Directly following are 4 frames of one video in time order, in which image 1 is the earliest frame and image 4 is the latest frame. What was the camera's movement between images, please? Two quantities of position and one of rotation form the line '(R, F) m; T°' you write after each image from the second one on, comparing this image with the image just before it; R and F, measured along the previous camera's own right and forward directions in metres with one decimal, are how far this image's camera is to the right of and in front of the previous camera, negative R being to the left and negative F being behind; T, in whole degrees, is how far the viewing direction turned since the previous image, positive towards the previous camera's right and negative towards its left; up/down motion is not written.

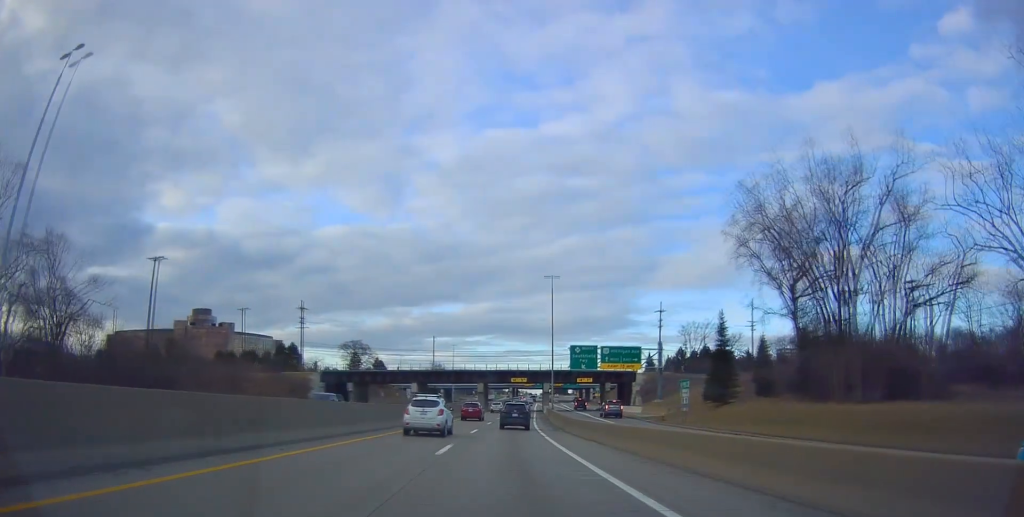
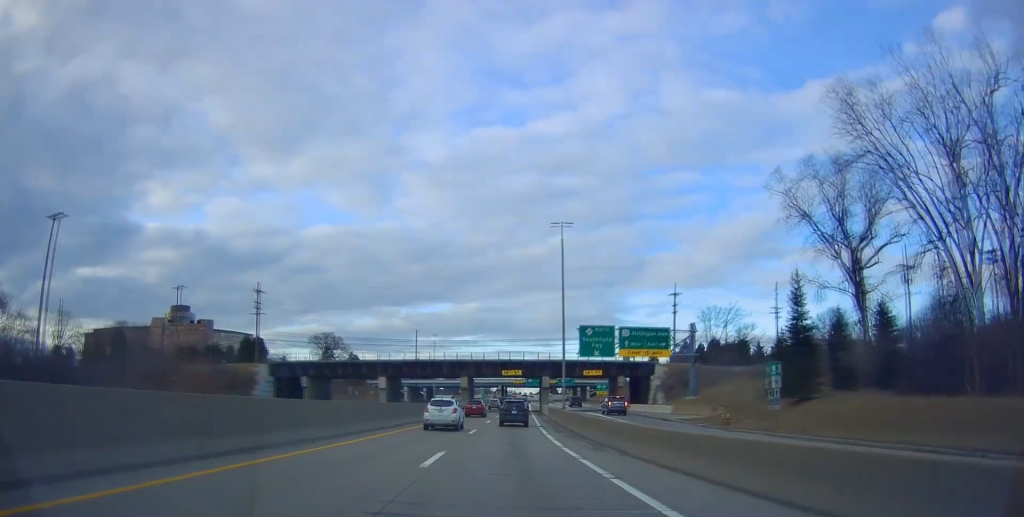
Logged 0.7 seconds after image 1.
(-0.1, +18.2) m; +2°
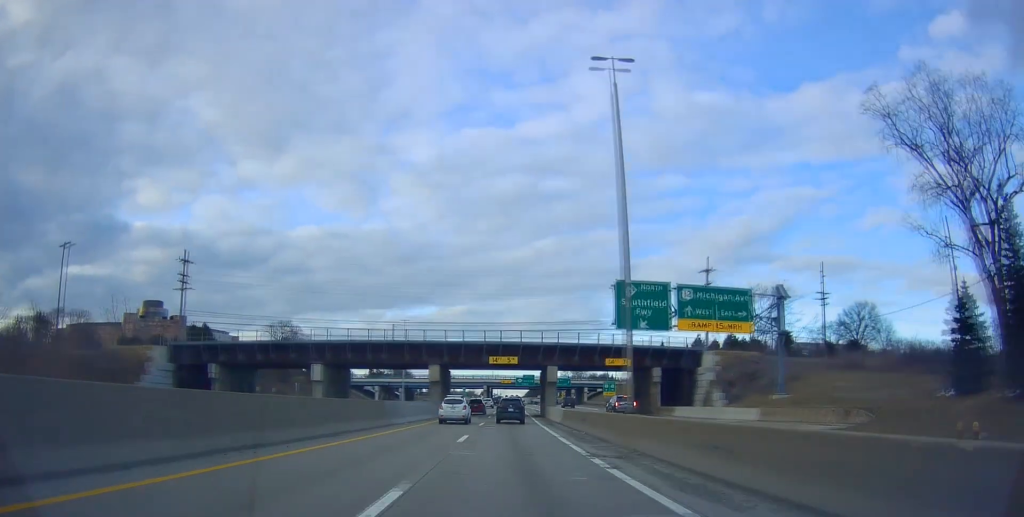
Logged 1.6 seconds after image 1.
(+1.1, +23.4) m; +2°
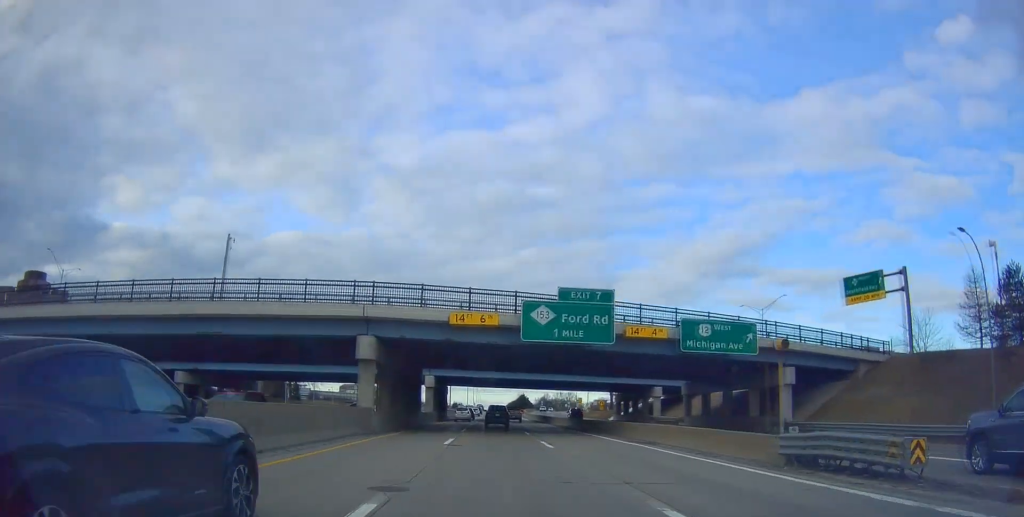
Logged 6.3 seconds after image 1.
(+1.8, +123.4) m; +1°
